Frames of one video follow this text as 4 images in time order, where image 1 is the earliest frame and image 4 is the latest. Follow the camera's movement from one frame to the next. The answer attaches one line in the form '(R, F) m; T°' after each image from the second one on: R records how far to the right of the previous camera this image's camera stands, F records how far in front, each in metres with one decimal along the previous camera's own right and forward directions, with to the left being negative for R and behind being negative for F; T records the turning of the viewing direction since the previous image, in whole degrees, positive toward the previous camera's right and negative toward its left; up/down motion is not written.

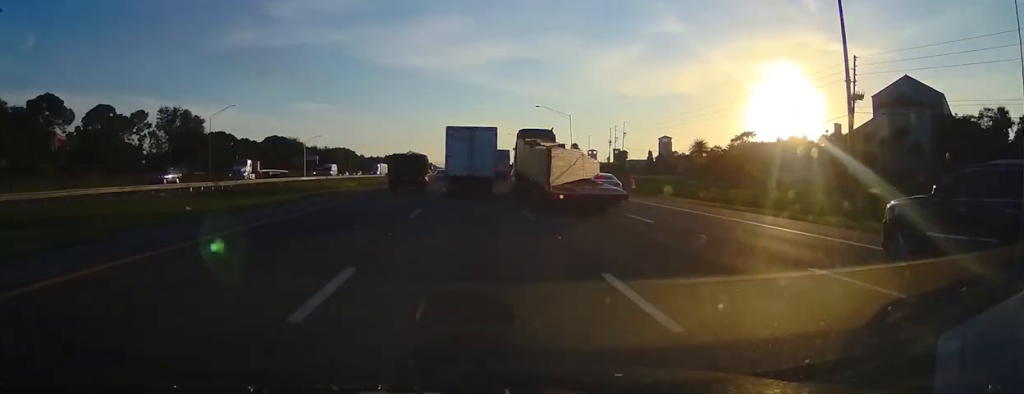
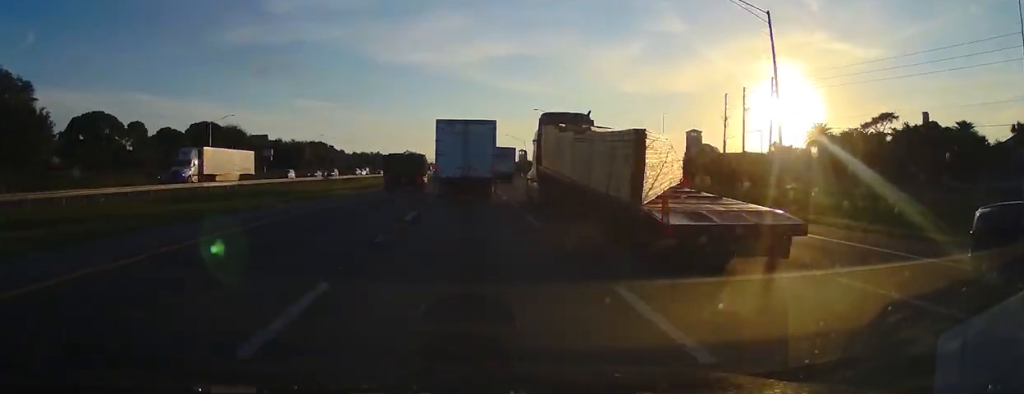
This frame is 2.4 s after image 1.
(+0.1, +58.6) m; 0°
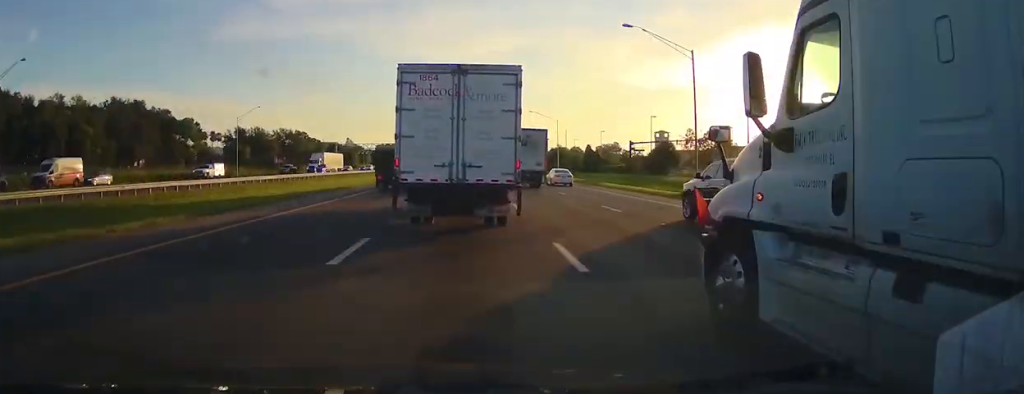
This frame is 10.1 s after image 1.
(+0.7, +184.0) m; 0°
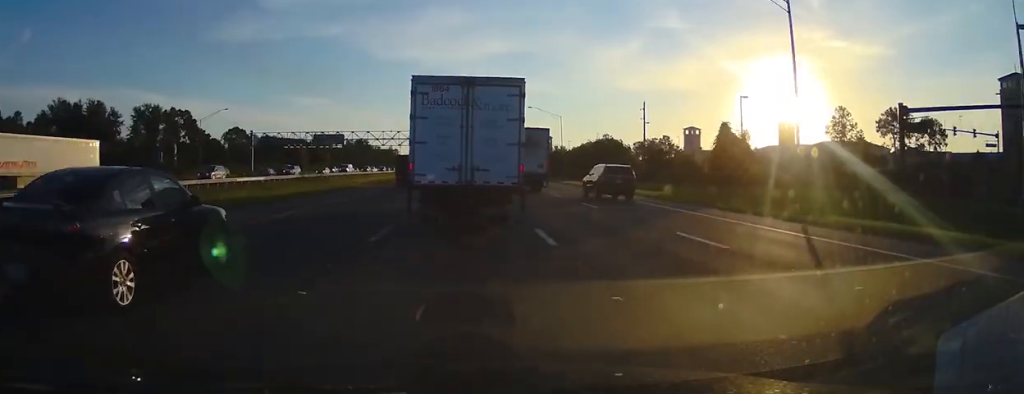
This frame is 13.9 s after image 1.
(+0.1, +87.0) m; 0°
